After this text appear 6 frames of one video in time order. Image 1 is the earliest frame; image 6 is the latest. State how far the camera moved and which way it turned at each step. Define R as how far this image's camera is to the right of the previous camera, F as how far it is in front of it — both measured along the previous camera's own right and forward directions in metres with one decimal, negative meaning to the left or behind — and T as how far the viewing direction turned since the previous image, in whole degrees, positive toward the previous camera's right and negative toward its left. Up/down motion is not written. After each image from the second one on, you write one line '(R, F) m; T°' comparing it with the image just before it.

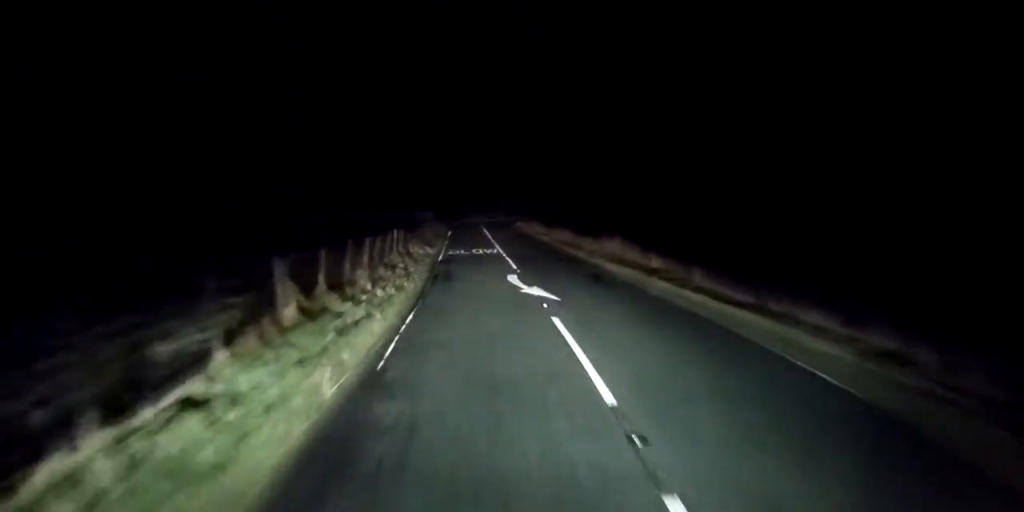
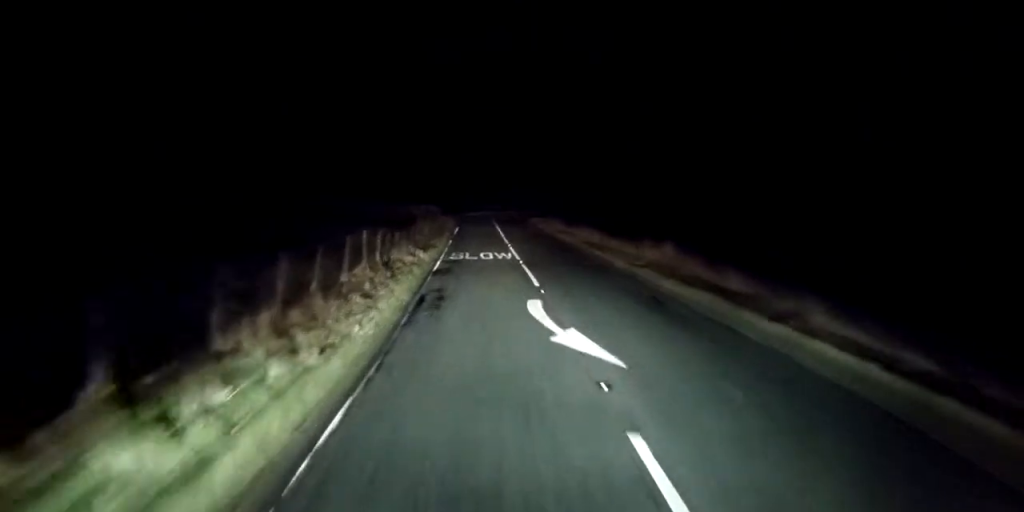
(-0.2, +7.5) m; -1°
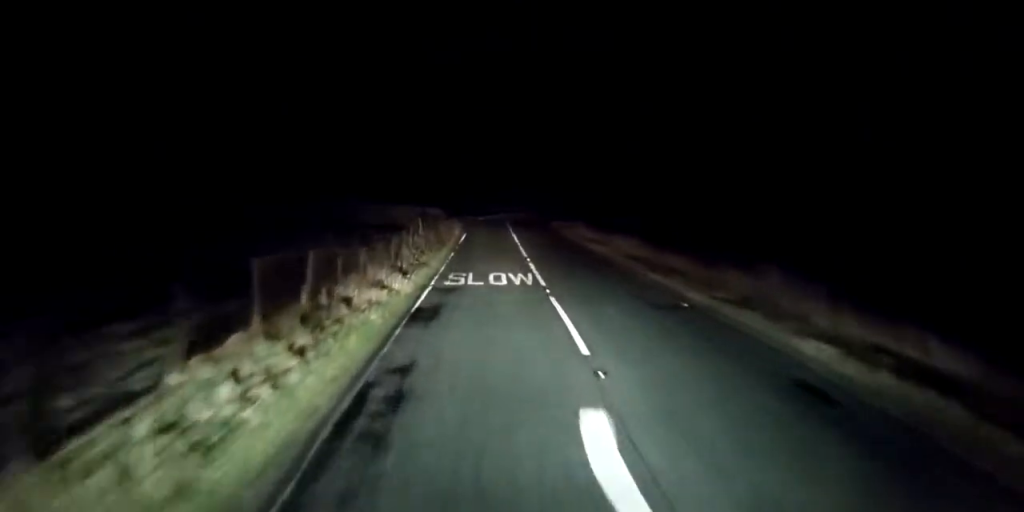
(0.0, +8.3) m; +7°
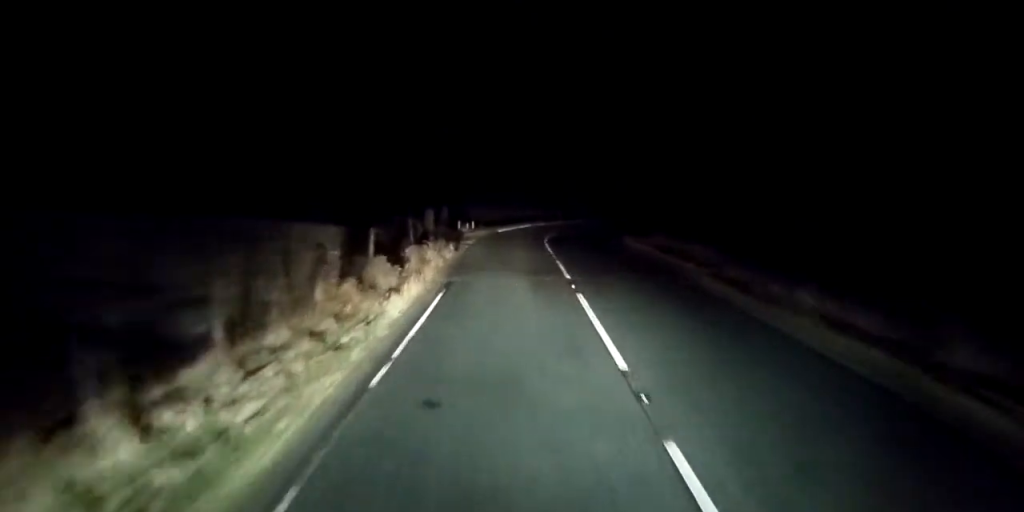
(+1.7, +26.4) m; -21°
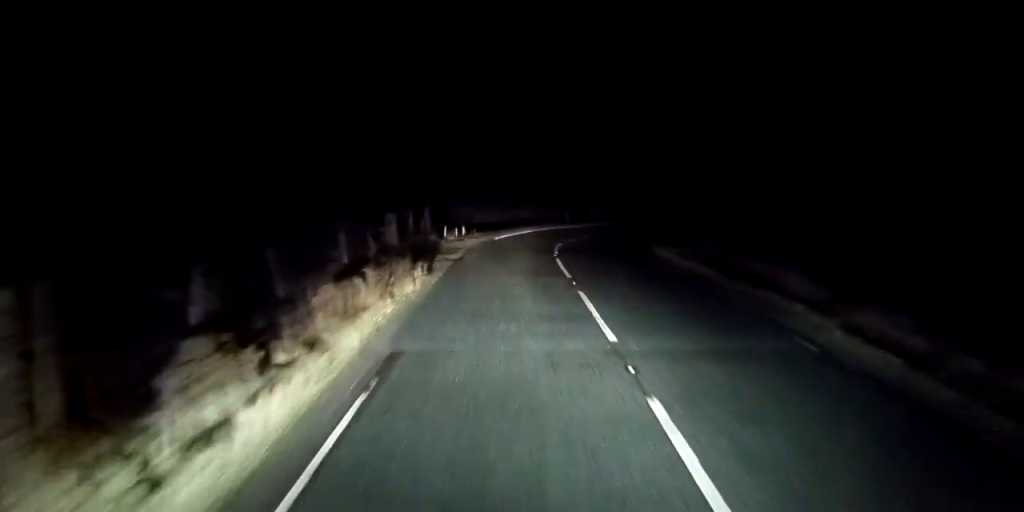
(-2.3, +8.3) m; -4°
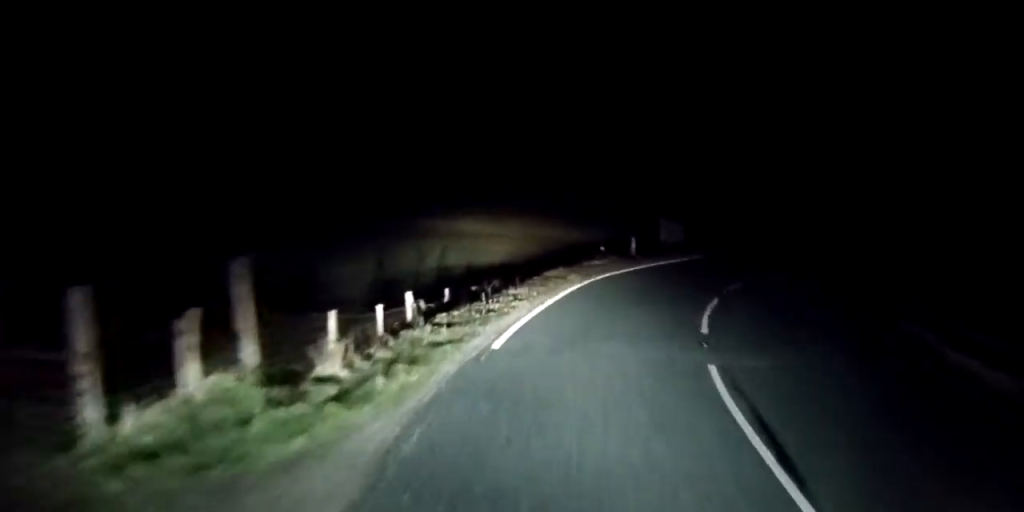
(+4.7, +22.8) m; +24°
